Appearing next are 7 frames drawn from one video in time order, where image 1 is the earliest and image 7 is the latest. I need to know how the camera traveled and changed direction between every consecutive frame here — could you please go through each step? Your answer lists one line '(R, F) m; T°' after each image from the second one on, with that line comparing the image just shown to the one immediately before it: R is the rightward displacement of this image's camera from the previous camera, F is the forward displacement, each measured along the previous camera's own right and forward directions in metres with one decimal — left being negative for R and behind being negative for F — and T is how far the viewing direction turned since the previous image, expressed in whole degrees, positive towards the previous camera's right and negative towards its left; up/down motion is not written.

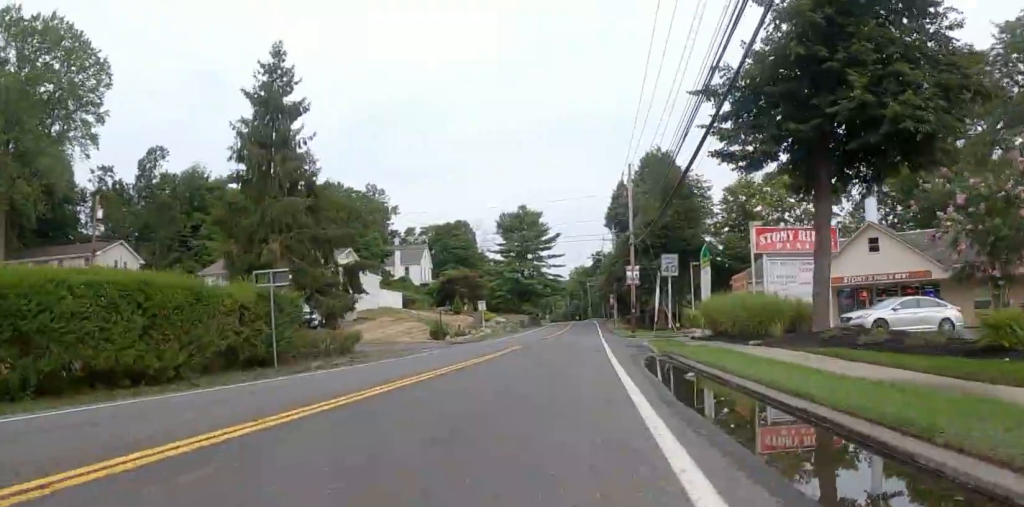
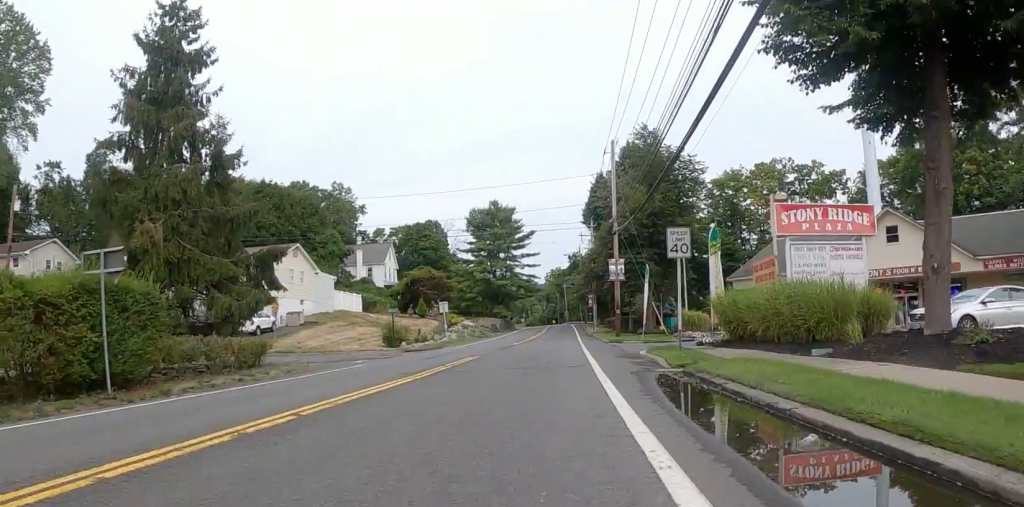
(+0.1, +6.3) m; 0°
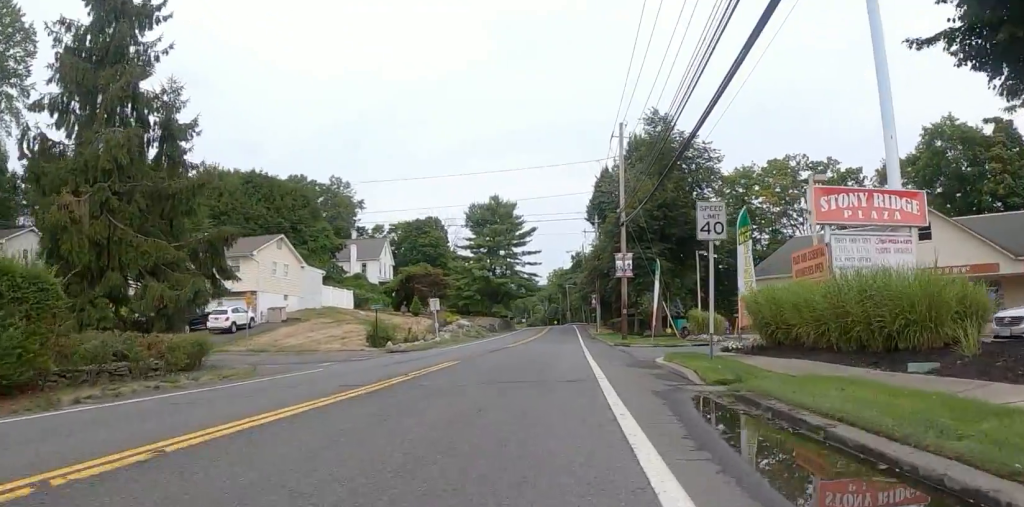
(+0.1, +3.6) m; 0°
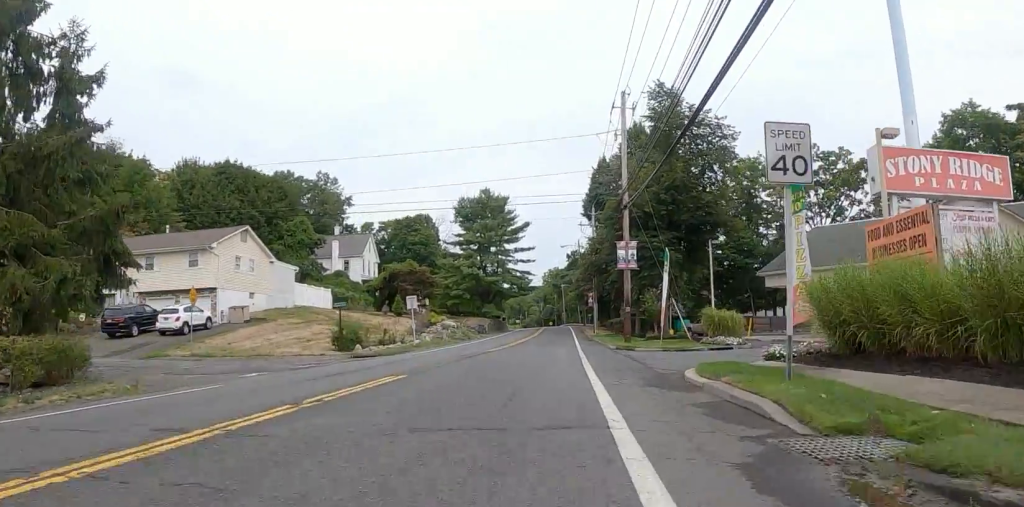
(-0.1, +4.6) m; +4°
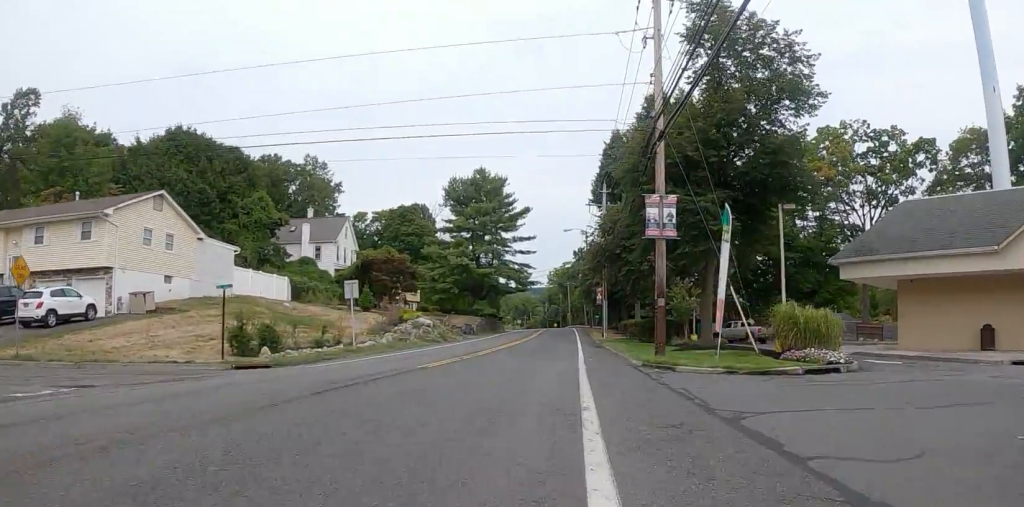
(+1.0, +10.1) m; +3°
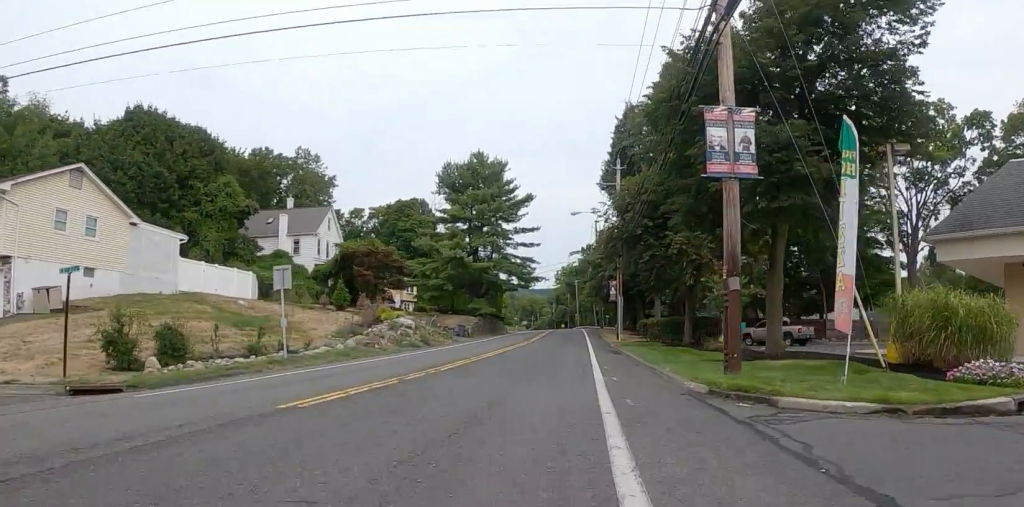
(-0.7, +6.8) m; -7°
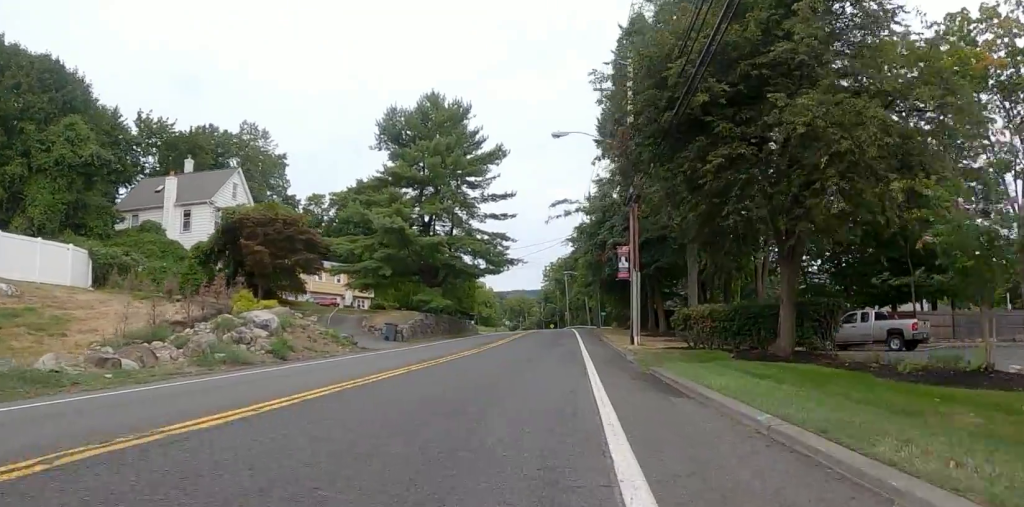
(-0.3, +16.1) m; -1°
